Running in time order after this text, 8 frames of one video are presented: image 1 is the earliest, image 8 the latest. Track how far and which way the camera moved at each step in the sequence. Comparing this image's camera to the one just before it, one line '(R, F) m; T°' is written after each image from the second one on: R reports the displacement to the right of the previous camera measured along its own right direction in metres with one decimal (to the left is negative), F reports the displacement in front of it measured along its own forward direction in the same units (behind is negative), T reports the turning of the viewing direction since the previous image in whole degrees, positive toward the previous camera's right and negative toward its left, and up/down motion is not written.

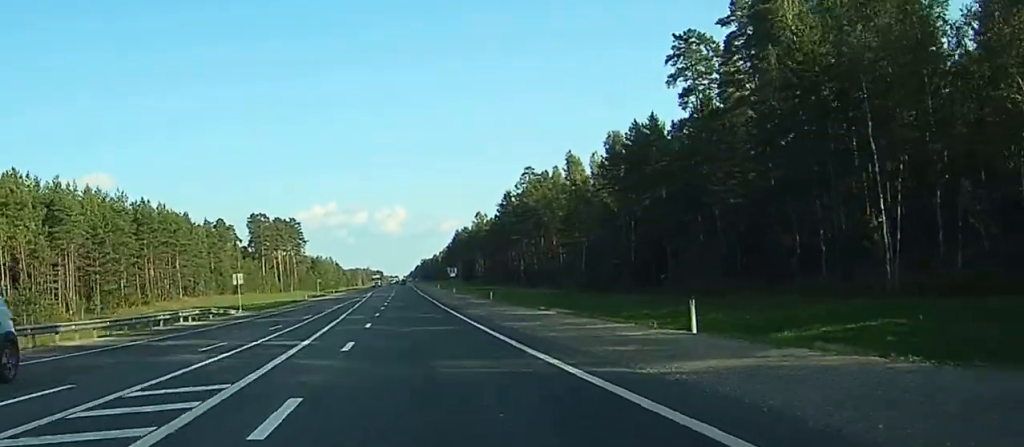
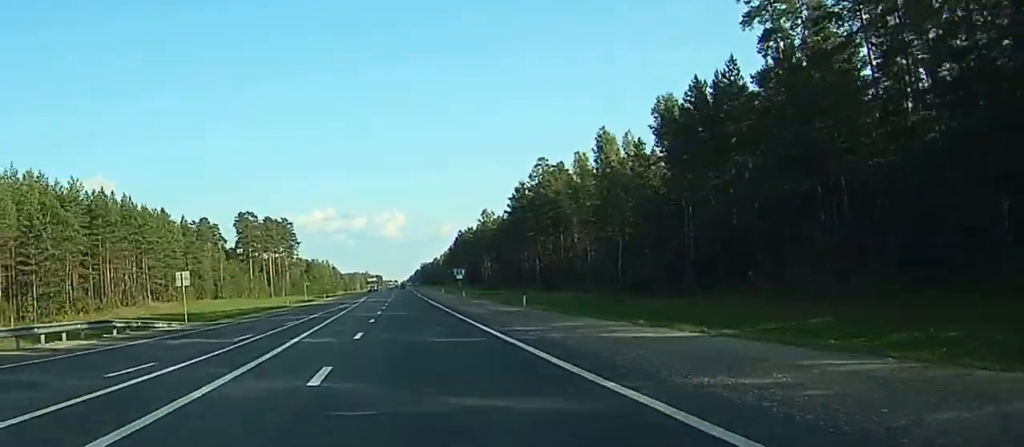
(+0.8, +19.1) m; +2°
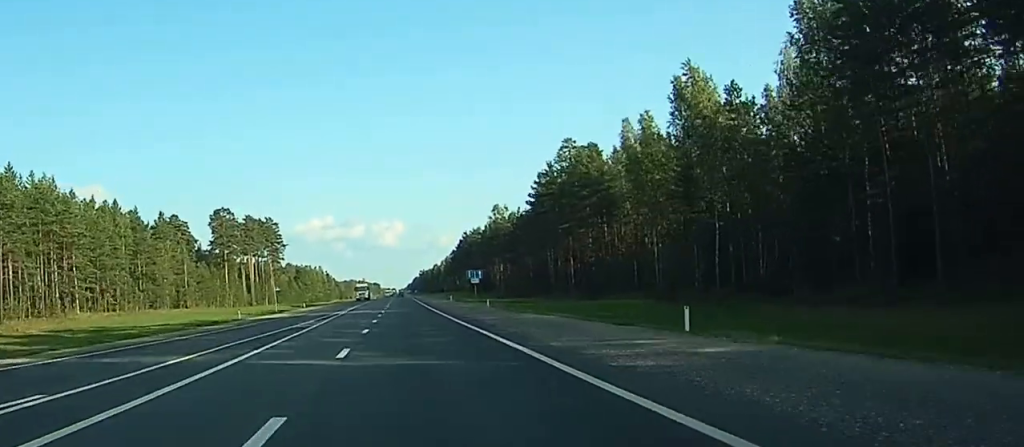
(+0.4, +29.7) m; +1°
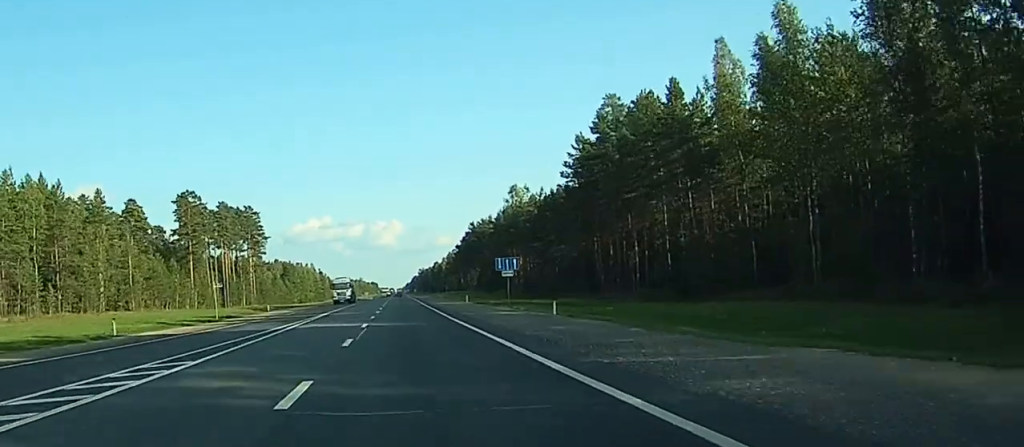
(-0.2, +31.8) m; 0°
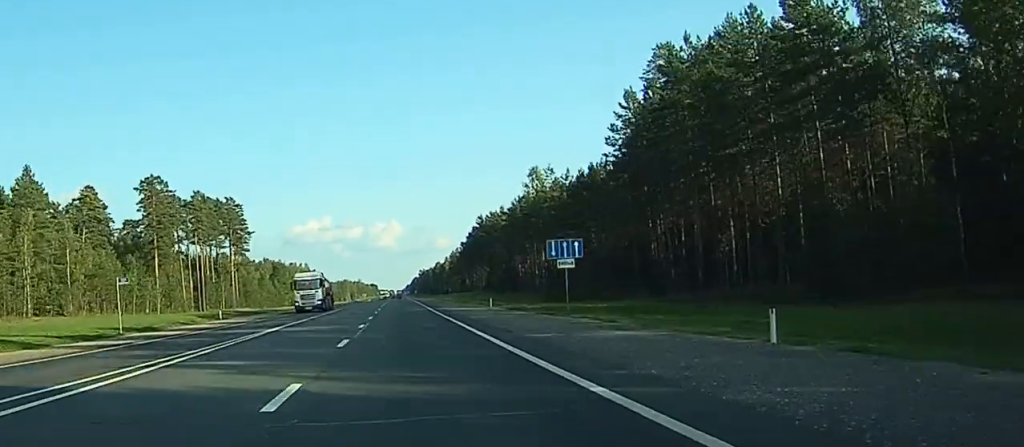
(0.0, +24.2) m; 0°
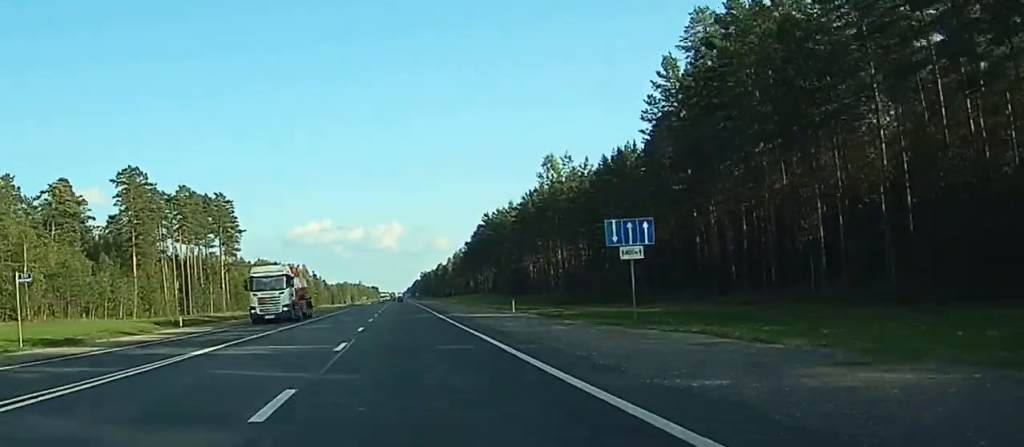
(0.0, +12.5) m; 0°
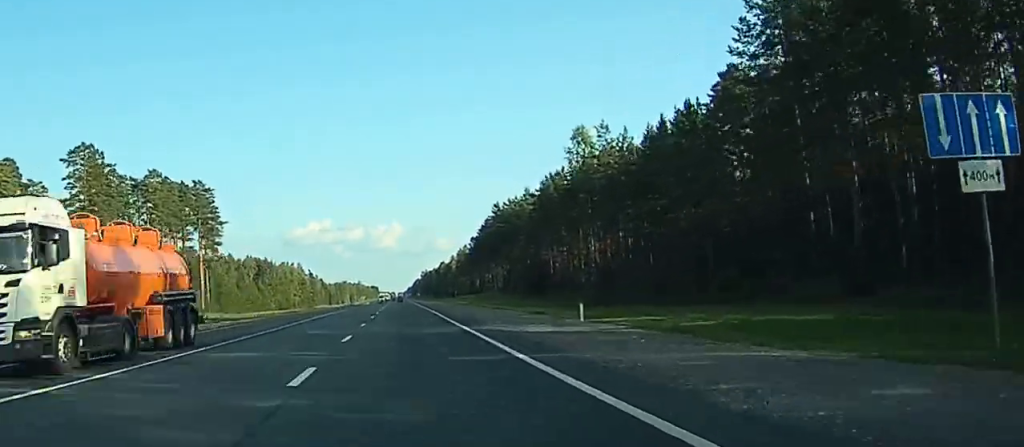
(0.0, +20.3) m; 0°
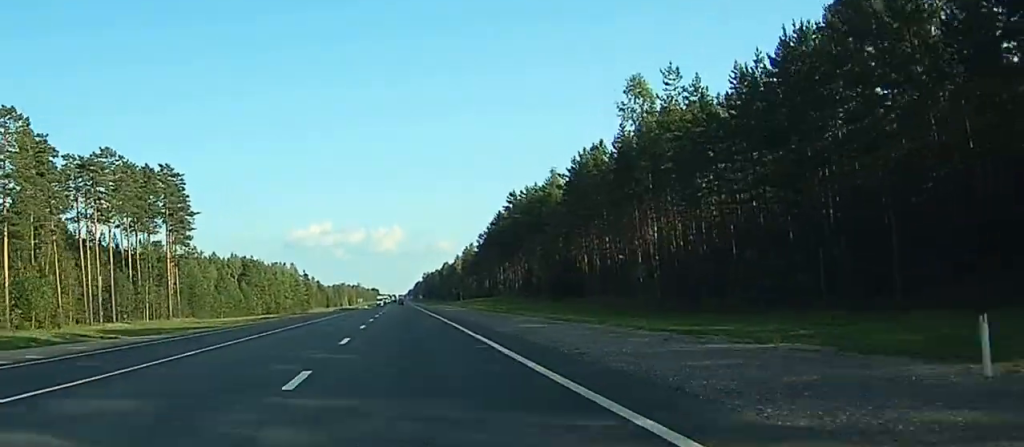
(+0.1, +24.1) m; 0°
